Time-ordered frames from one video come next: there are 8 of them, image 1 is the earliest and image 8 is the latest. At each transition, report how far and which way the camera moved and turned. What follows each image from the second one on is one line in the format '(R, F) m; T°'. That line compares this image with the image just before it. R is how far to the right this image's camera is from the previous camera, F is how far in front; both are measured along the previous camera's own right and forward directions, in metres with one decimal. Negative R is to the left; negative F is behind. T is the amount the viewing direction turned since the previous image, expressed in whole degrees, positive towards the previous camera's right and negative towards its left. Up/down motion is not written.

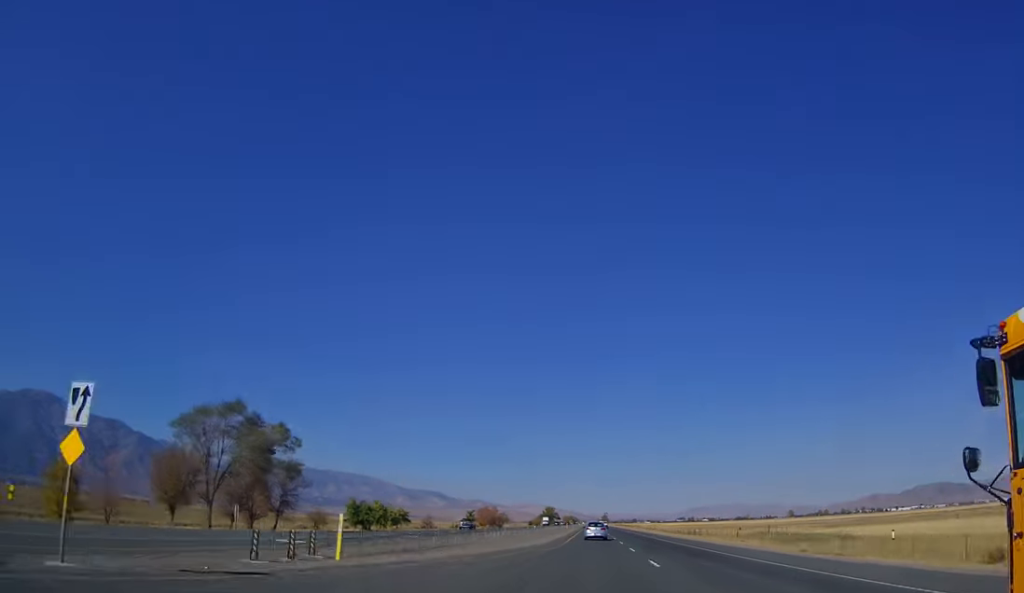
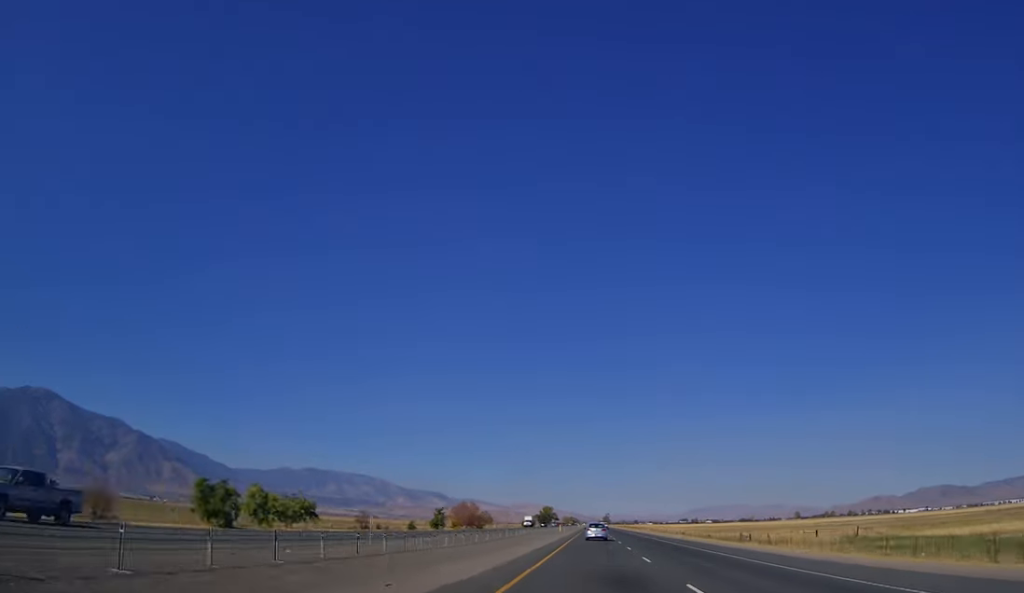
(0.0, +45.6) m; 0°
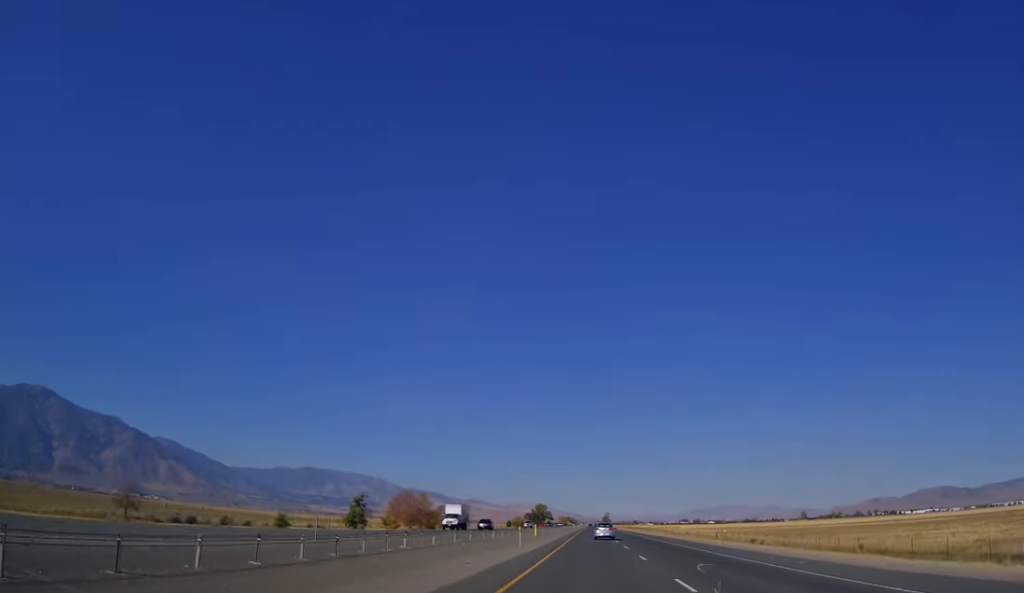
(0.0, +59.6) m; 0°
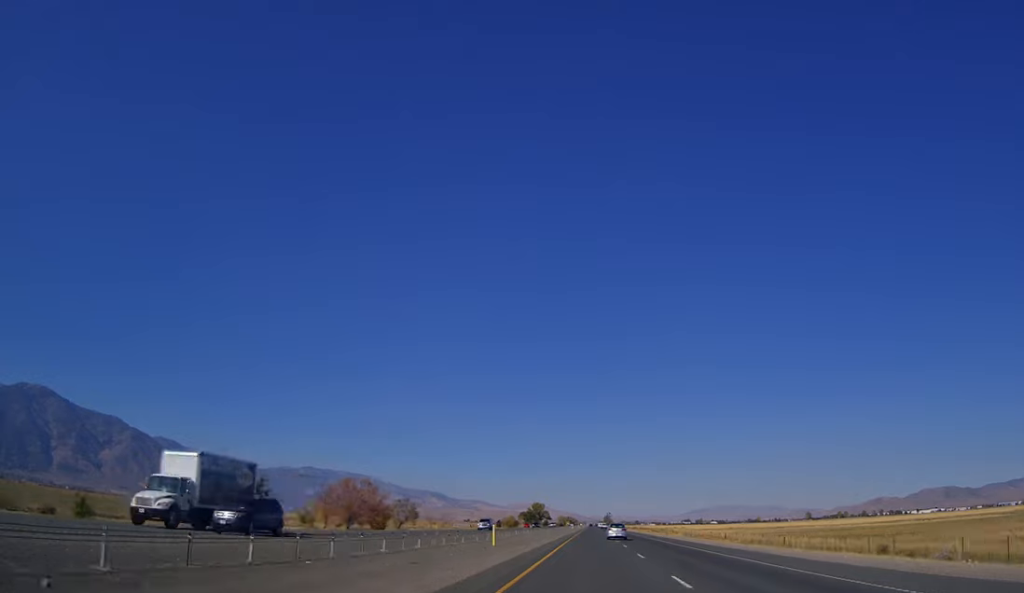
(-0.3, +35.9) m; 0°
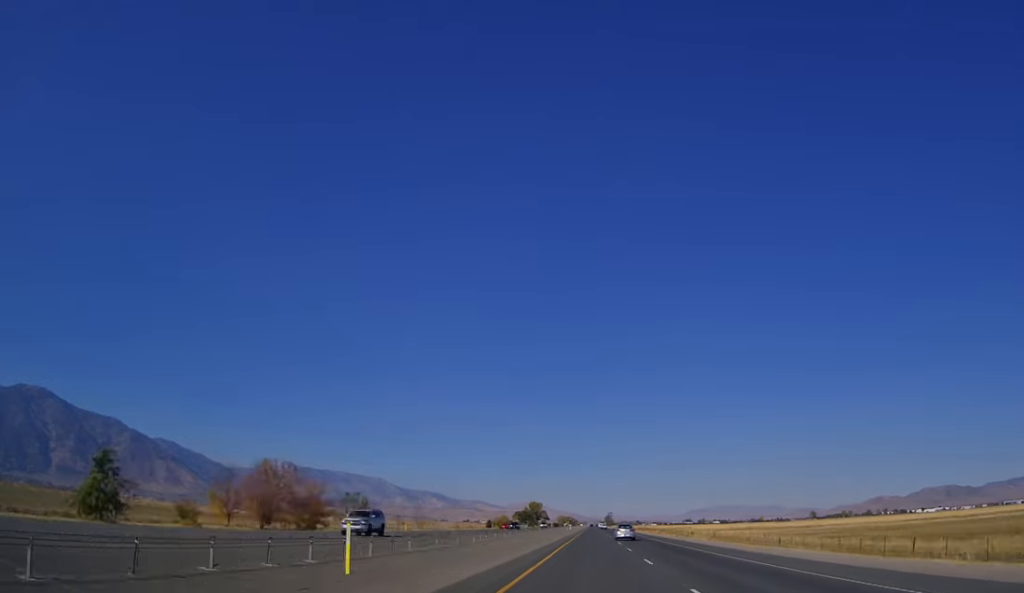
(-0.1, +28.0) m; 0°
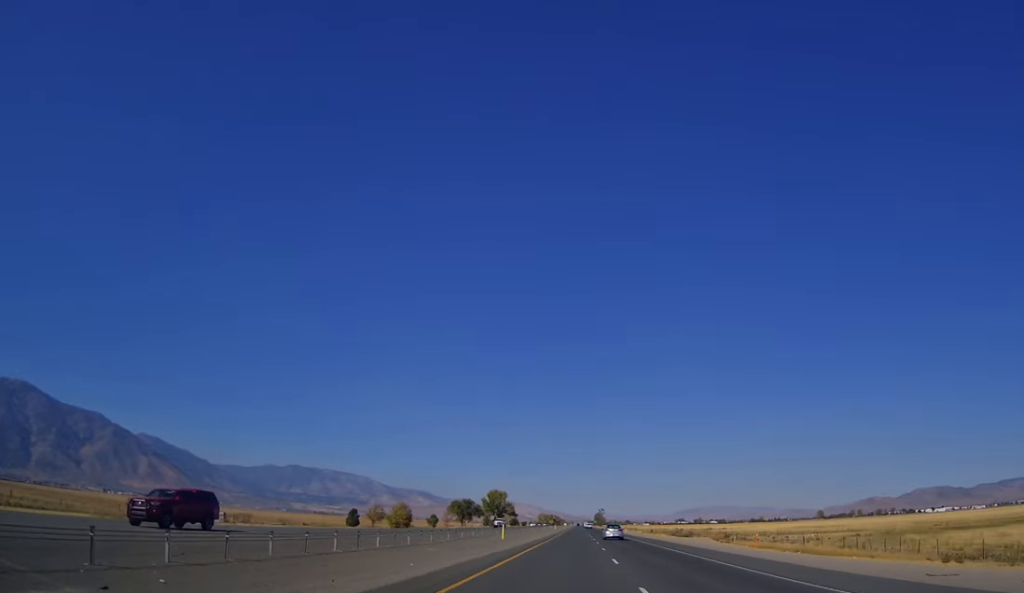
(+0.8, +134.2) m; 0°
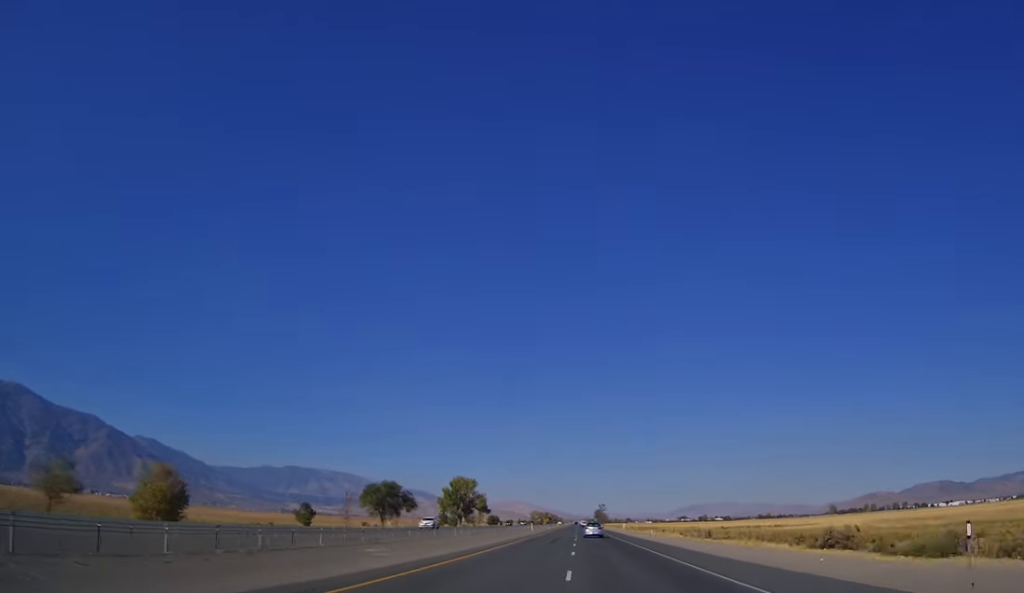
(0.0, +80.5) m; 0°
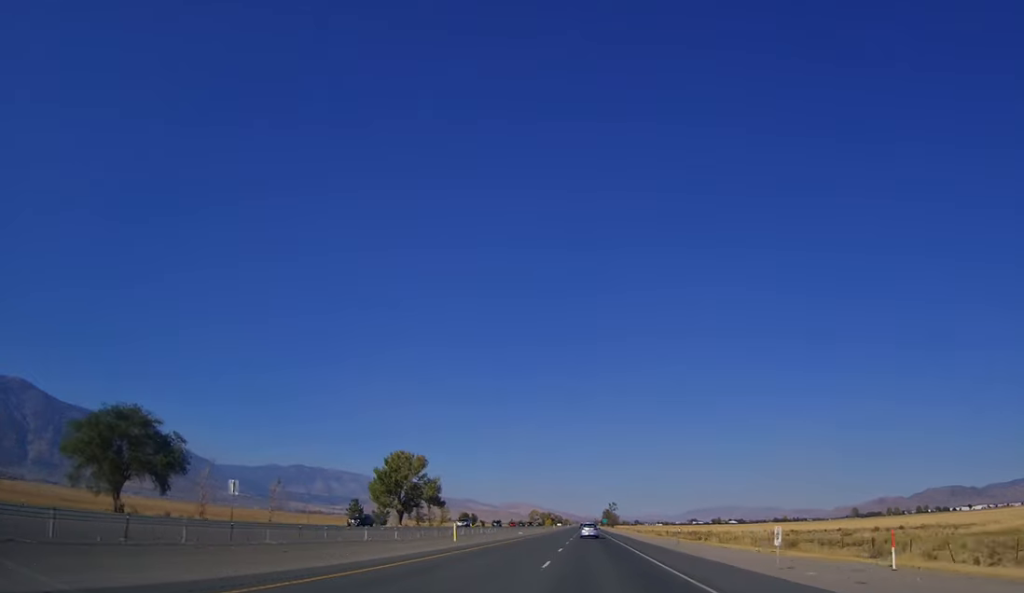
(0.0, +80.6) m; 0°
